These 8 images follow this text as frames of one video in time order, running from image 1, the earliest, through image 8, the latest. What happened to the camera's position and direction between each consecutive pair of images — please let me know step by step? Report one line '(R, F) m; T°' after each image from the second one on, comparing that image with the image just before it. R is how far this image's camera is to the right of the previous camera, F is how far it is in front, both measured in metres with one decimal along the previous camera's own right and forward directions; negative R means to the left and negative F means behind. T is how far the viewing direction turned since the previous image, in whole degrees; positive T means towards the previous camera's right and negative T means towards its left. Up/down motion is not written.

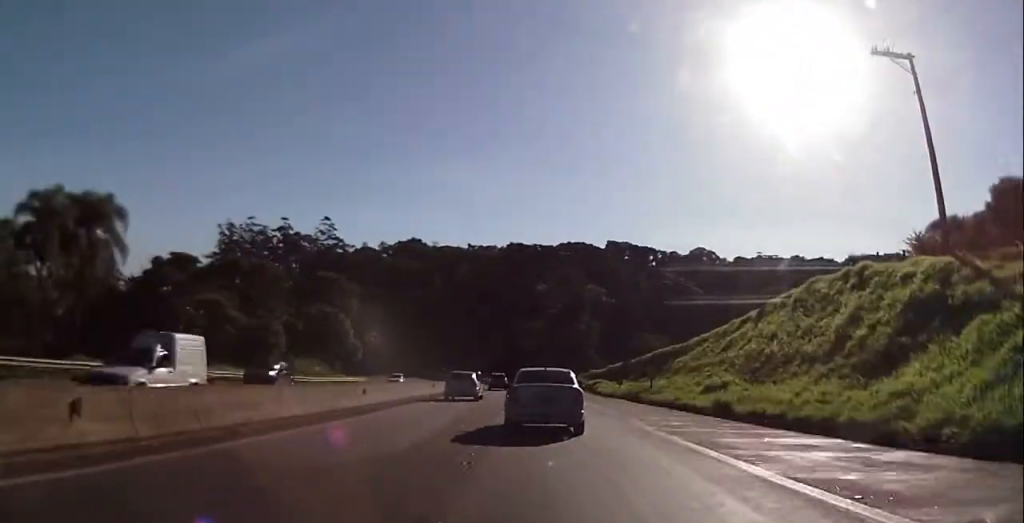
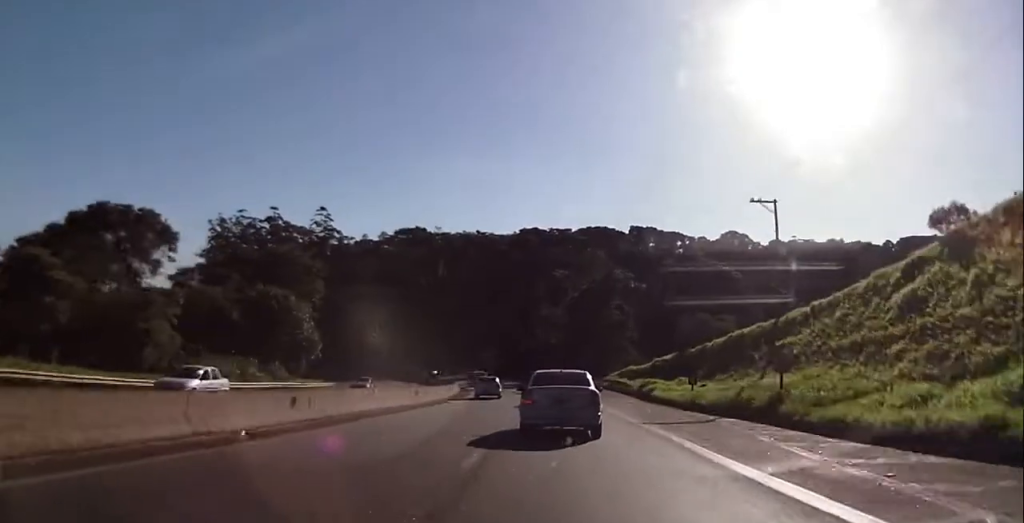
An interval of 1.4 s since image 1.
(-0.6, +23.5) m; -1°
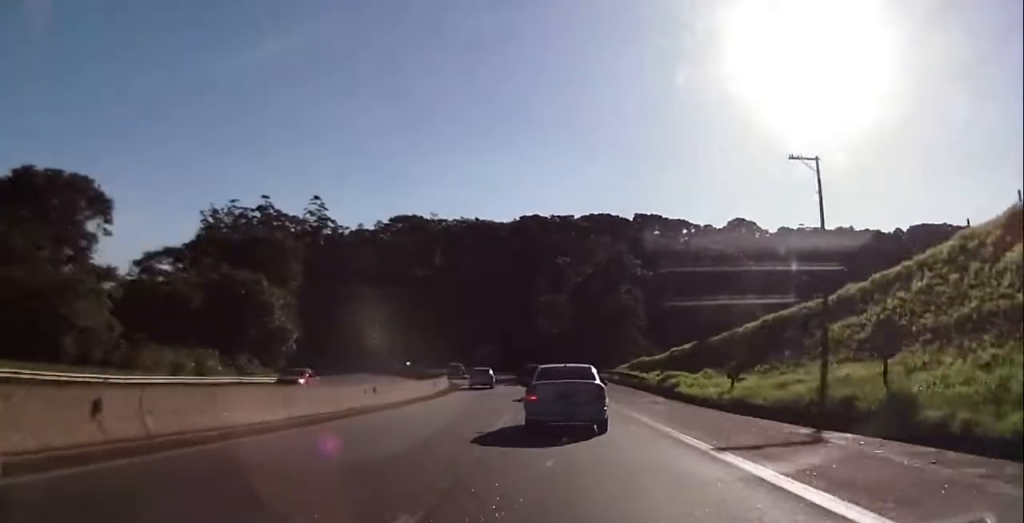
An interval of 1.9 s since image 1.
(0.0, +7.7) m; 0°
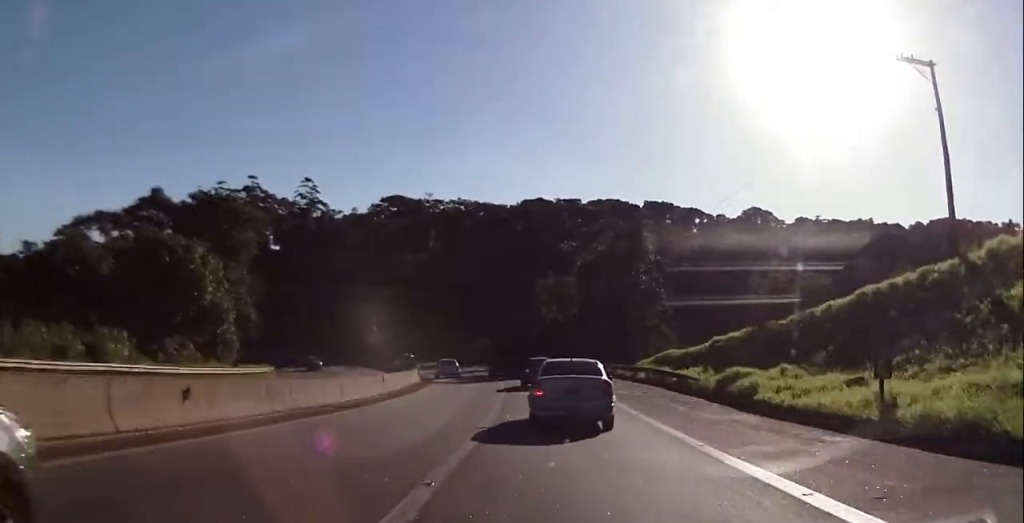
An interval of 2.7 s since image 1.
(0.0, +13.4) m; 0°
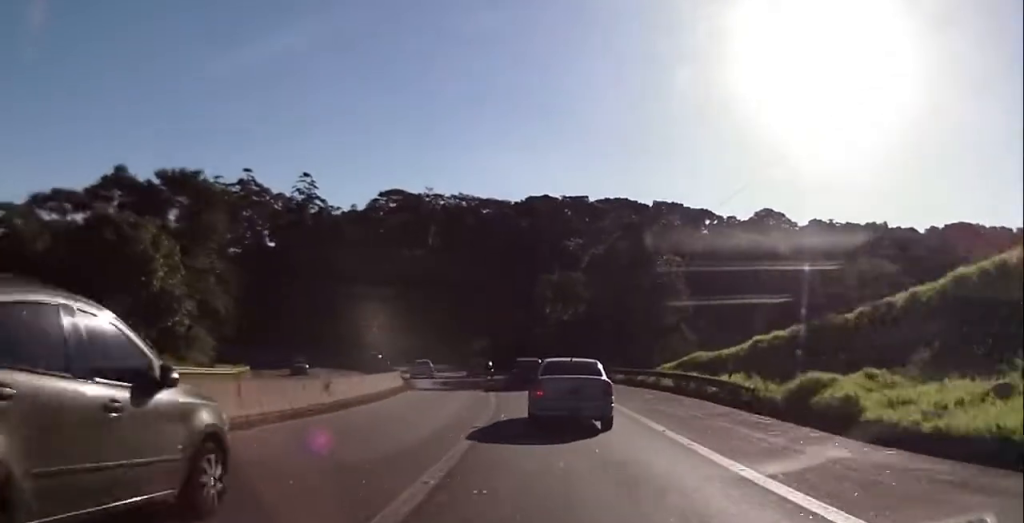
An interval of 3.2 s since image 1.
(0.0, +7.7) m; -1°
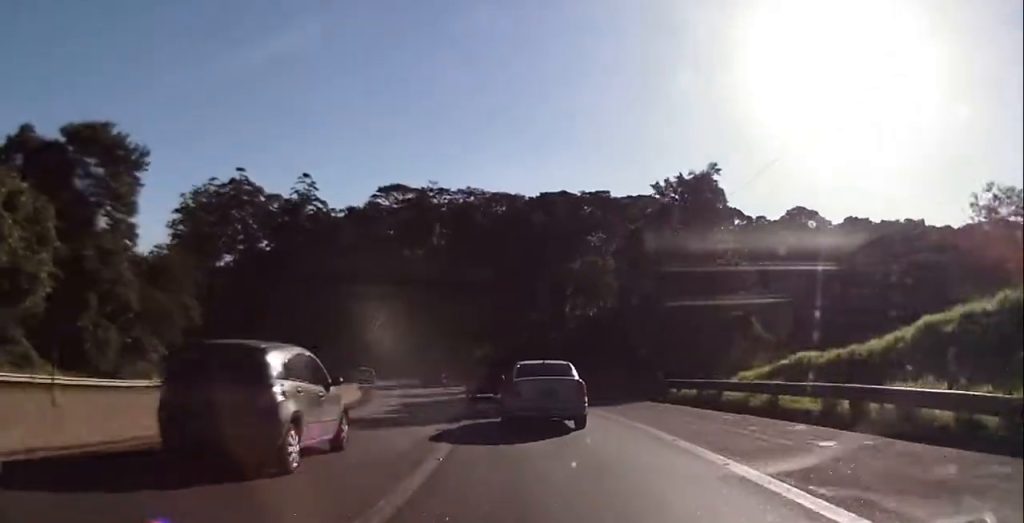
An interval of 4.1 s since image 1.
(-0.2, +15.6) m; -3°
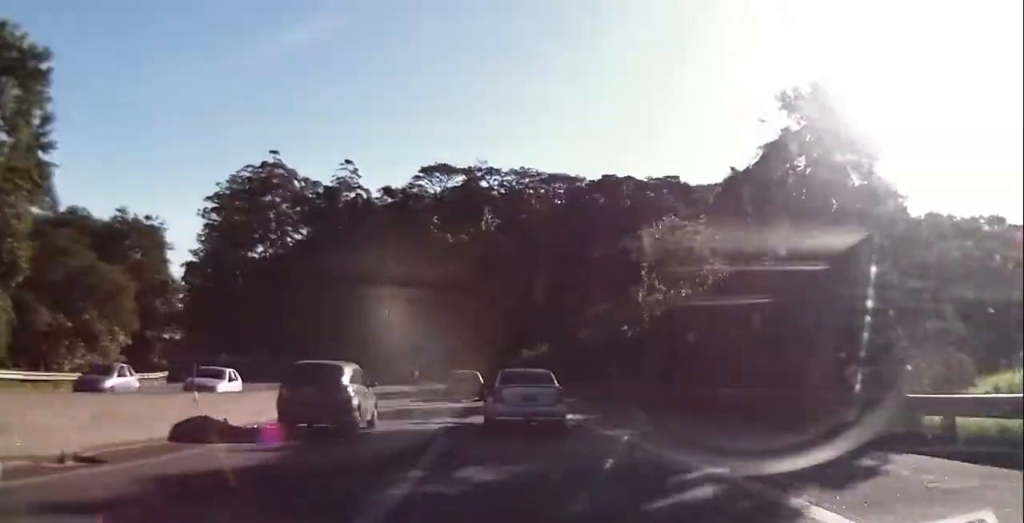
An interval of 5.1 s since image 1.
(-0.6, +15.6) m; -3°
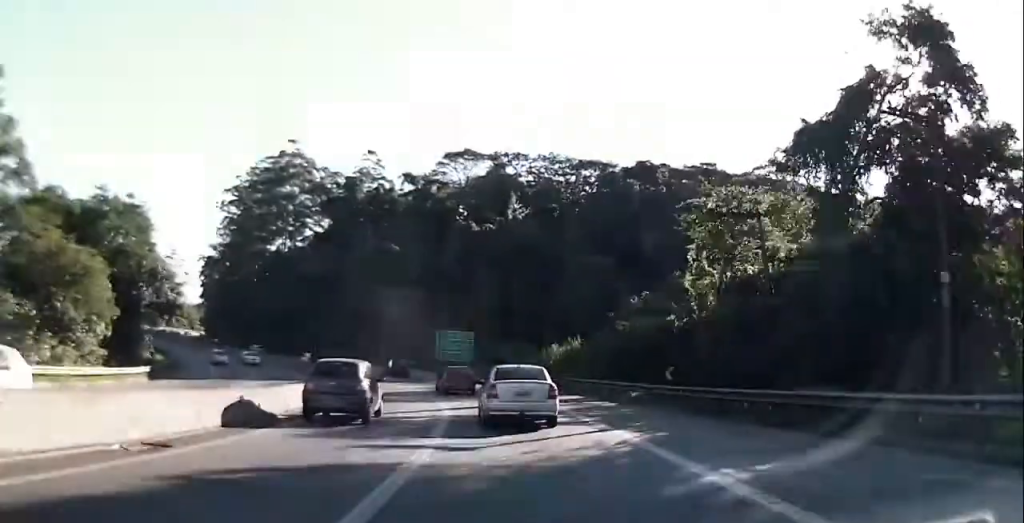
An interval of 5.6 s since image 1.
(-0.2, +6.7) m; -1°
